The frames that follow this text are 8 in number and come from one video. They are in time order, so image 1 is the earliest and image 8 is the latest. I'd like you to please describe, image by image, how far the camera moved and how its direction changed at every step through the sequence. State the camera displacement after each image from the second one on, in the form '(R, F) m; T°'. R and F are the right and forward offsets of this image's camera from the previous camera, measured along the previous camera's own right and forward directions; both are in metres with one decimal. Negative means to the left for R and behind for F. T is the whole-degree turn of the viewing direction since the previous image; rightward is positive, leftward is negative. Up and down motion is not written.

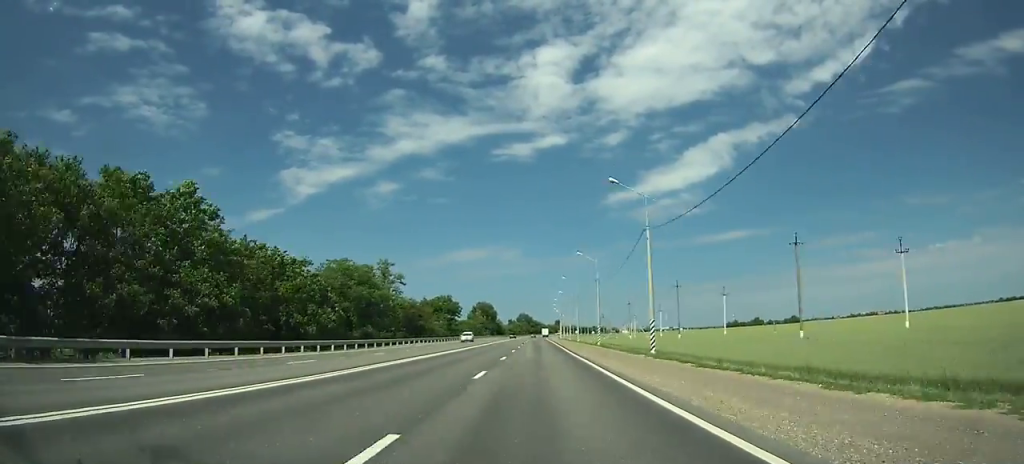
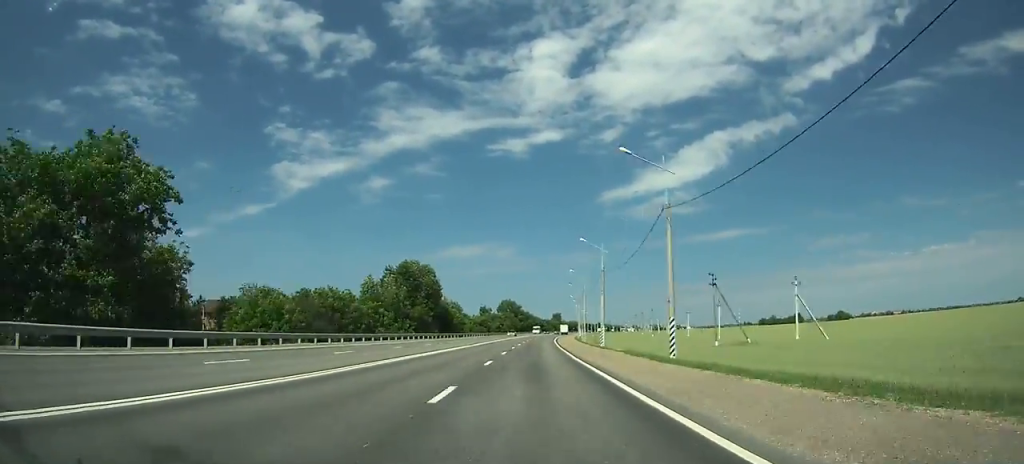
(+0.1, +130.4) m; +1°
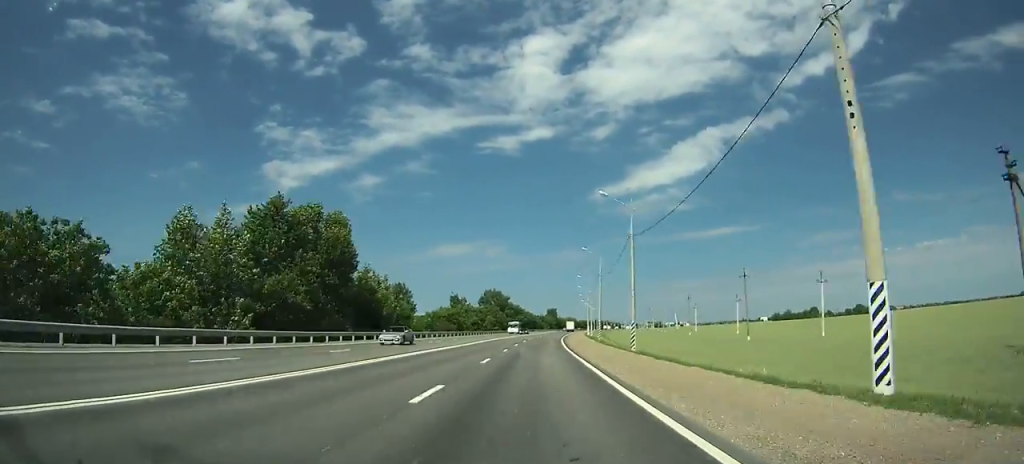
(+0.4, +50.2) m; +1°
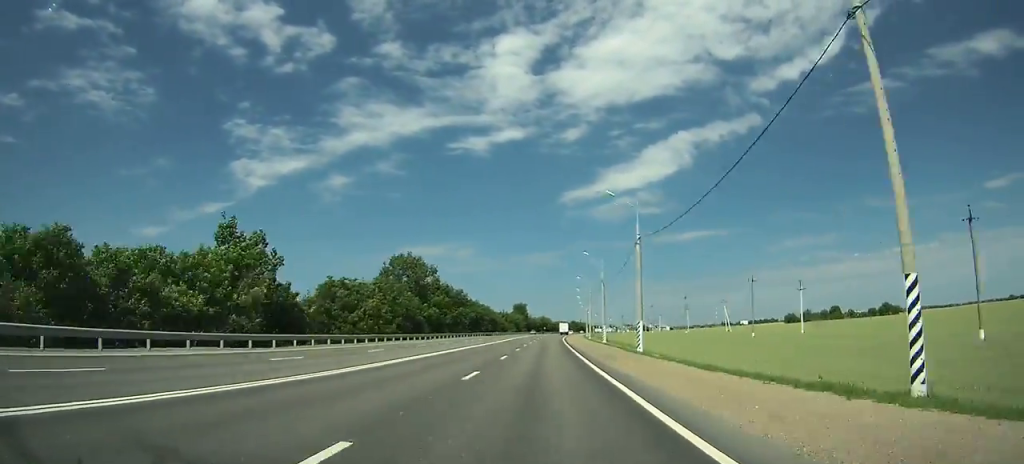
(+1.8, +92.4) m; +3°
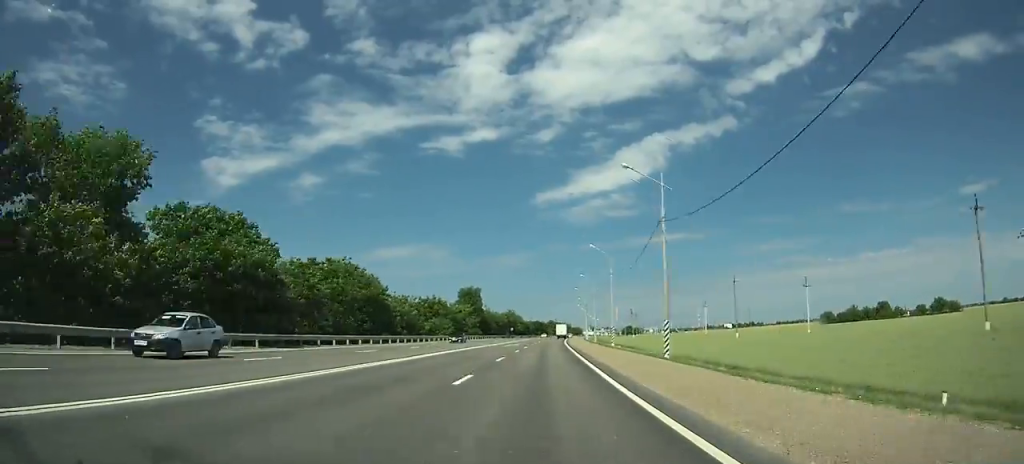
(+2.7, +95.4) m; +3°
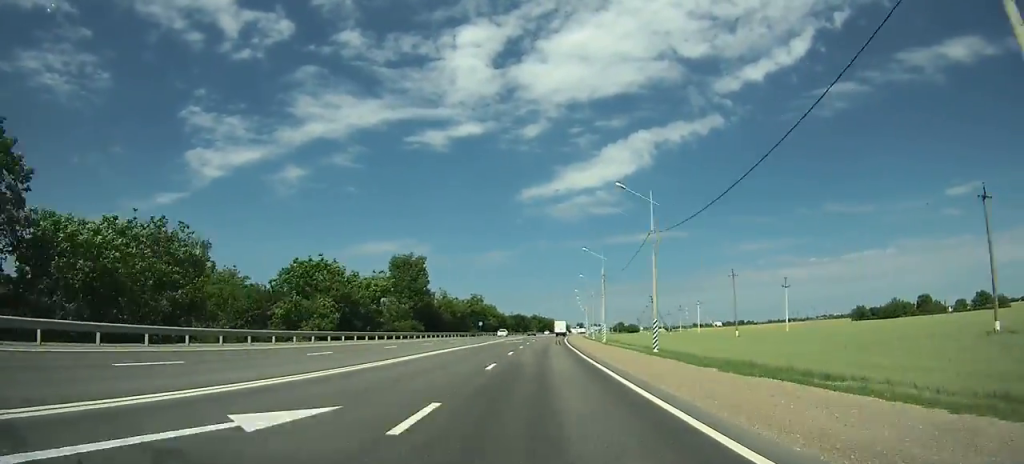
(+0.6, +54.2) m; +1°
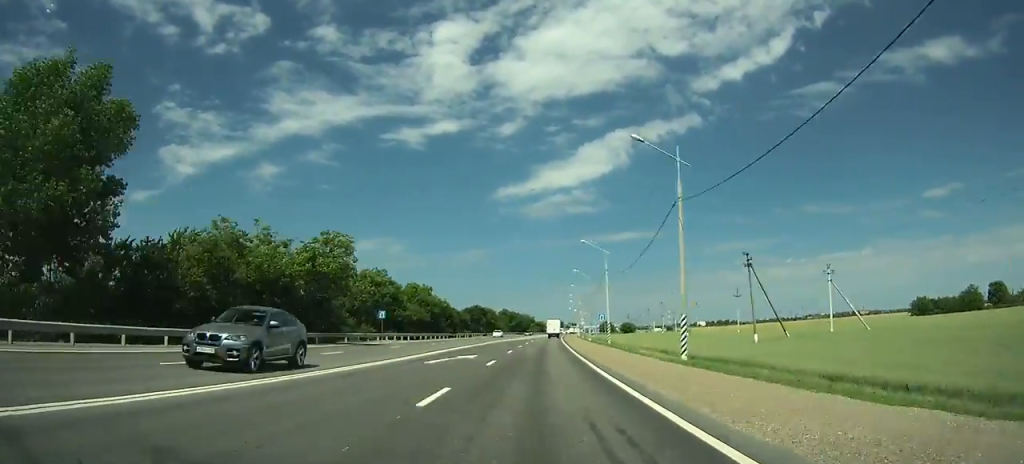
(+1.3, +67.2) m; +2°
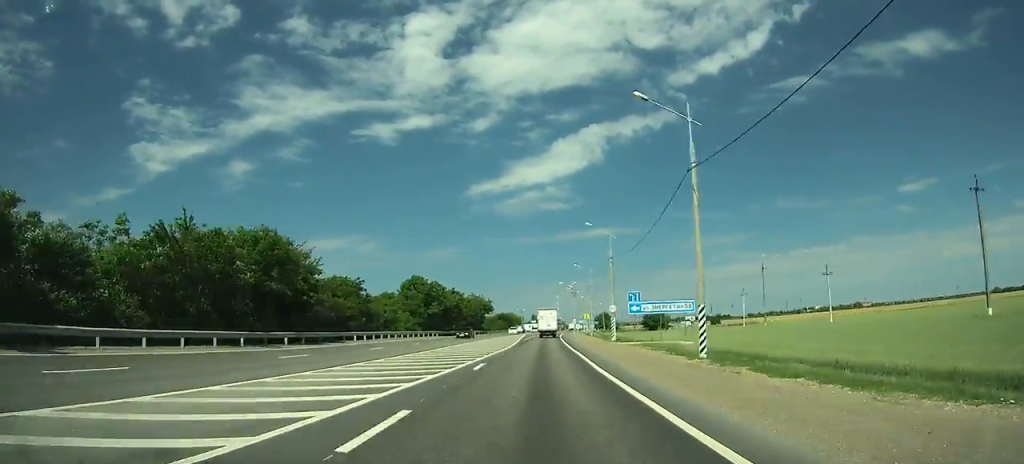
(+3.3, +117.6) m; +3°
